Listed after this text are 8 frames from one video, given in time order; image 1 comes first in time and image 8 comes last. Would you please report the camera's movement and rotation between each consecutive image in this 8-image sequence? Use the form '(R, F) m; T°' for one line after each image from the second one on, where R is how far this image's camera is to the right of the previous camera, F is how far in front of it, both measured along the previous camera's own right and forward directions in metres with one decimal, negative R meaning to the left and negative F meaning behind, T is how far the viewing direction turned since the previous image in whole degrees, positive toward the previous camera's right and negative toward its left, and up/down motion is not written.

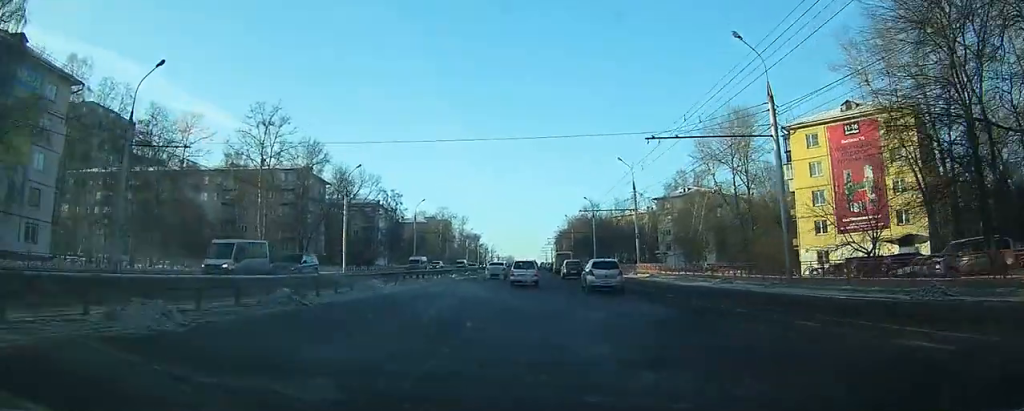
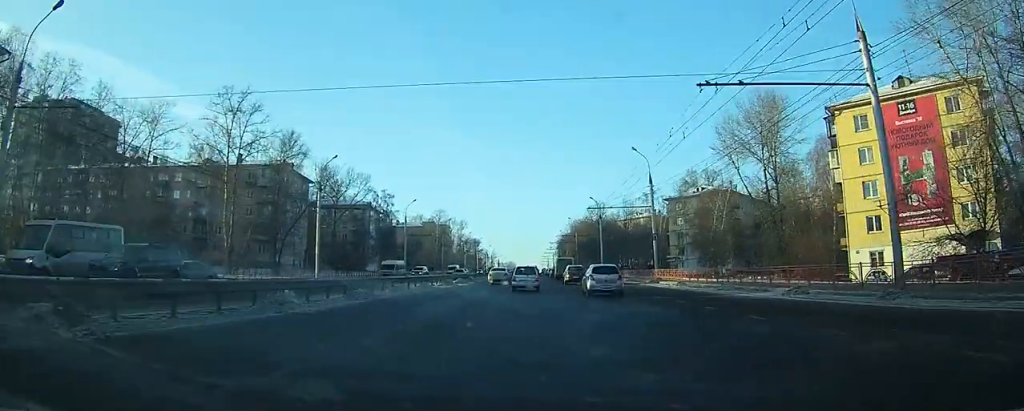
(0.0, +9.3) m; 0°
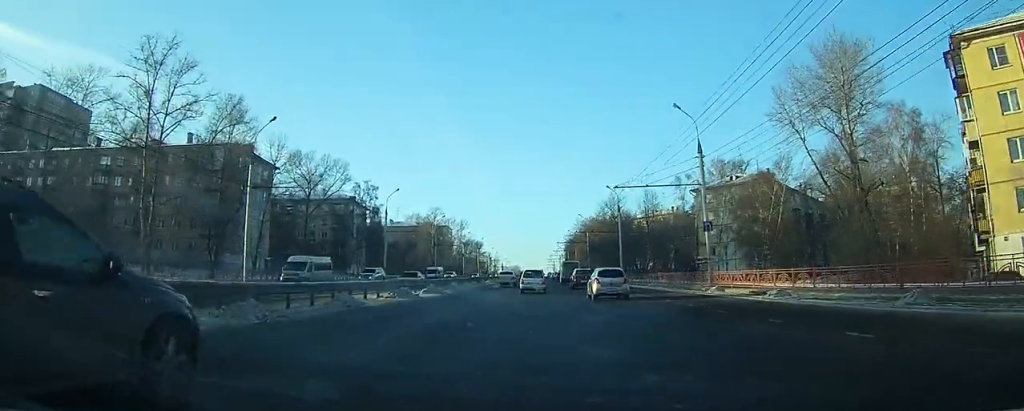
(-0.1, +16.5) m; 0°
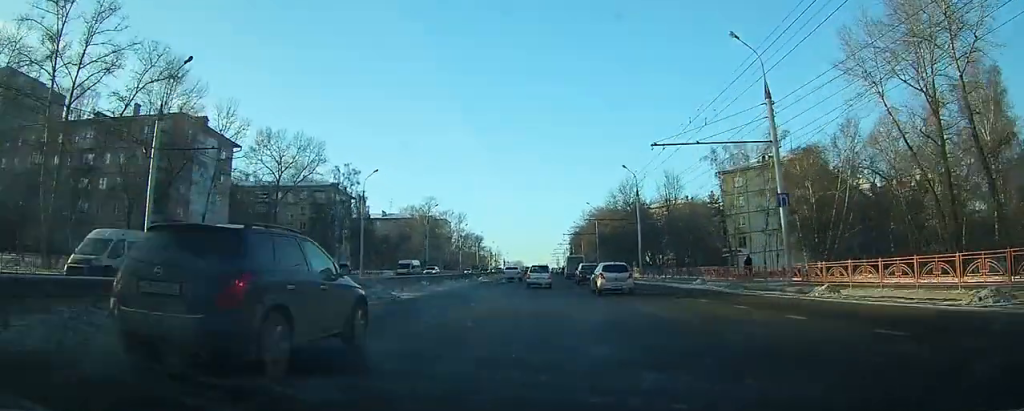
(0.0, +12.8) m; 0°
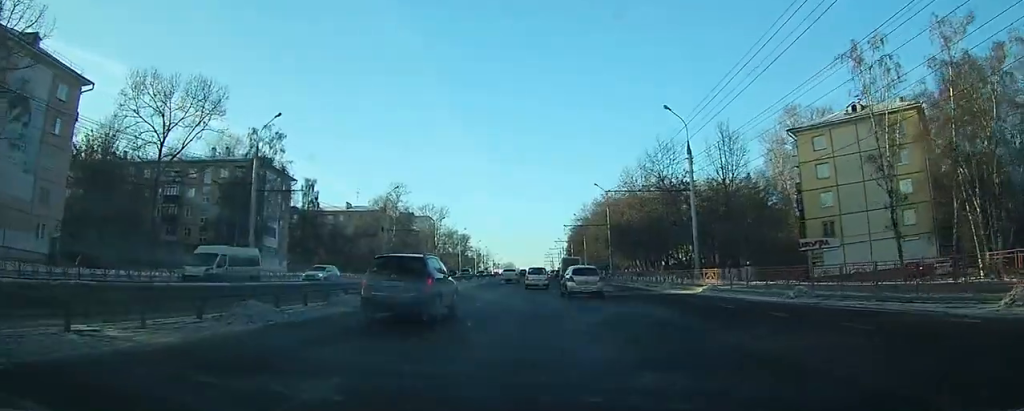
(-0.1, +26.7) m; 0°
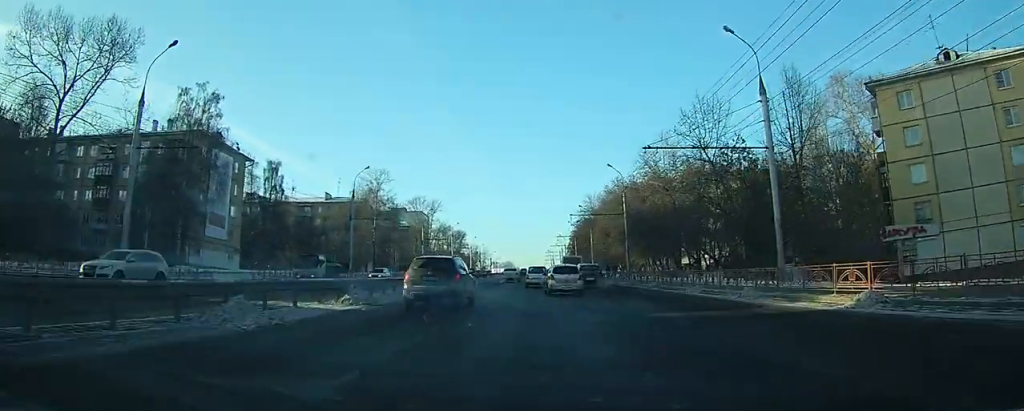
(0.0, +14.9) m; +1°
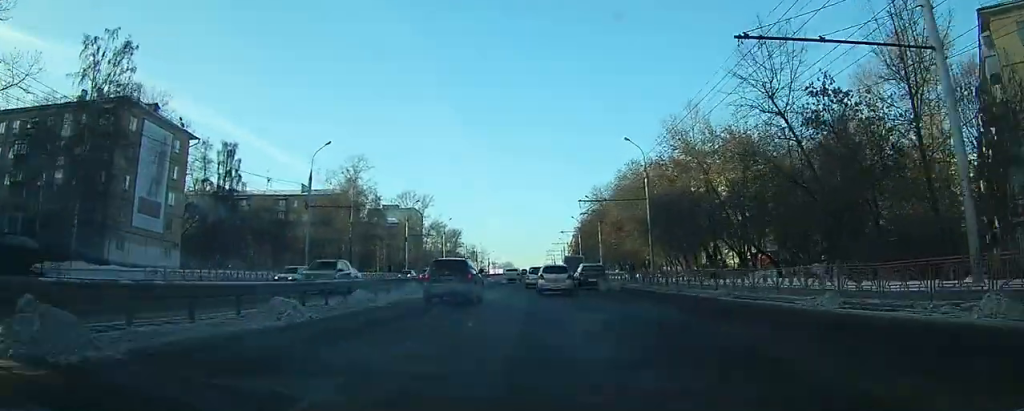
(+0.1, +13.7) m; 0°
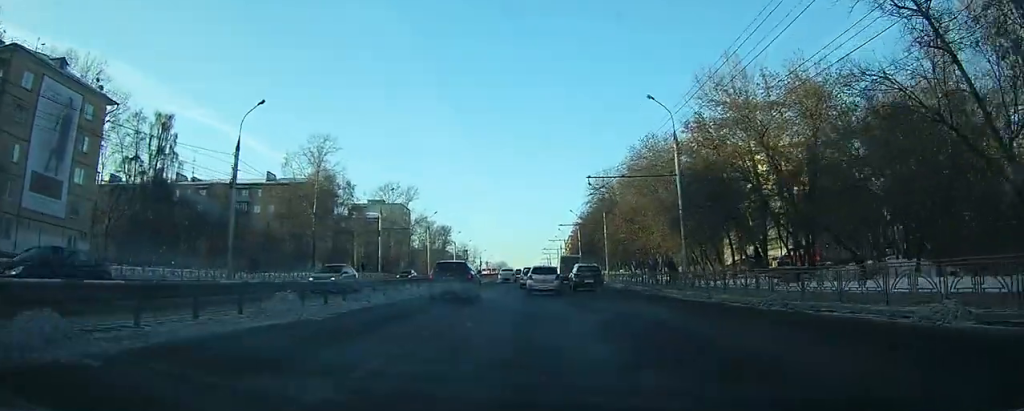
(0.0, +13.8) m; 0°
